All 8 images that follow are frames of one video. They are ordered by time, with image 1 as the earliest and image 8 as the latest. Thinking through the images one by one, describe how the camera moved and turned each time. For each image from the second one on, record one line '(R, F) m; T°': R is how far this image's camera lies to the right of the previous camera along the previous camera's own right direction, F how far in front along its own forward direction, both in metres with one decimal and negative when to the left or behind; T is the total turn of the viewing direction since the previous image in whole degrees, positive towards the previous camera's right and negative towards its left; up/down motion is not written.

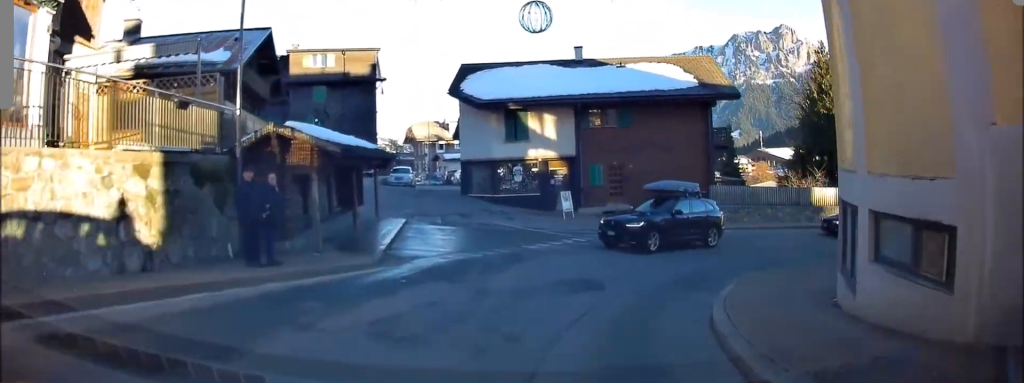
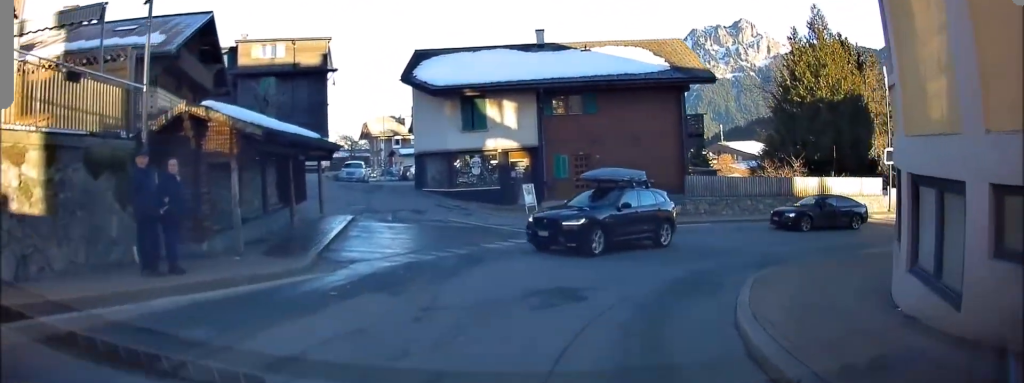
(0.0, +2.1) m; +4°
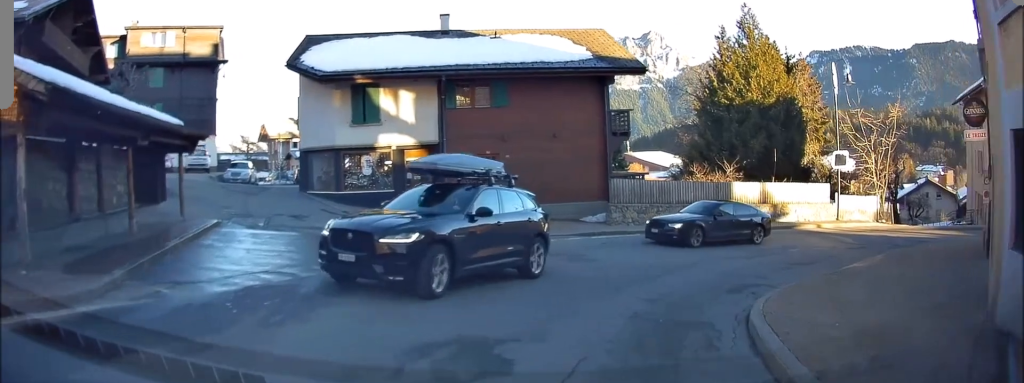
(+0.1, +3.7) m; +12°
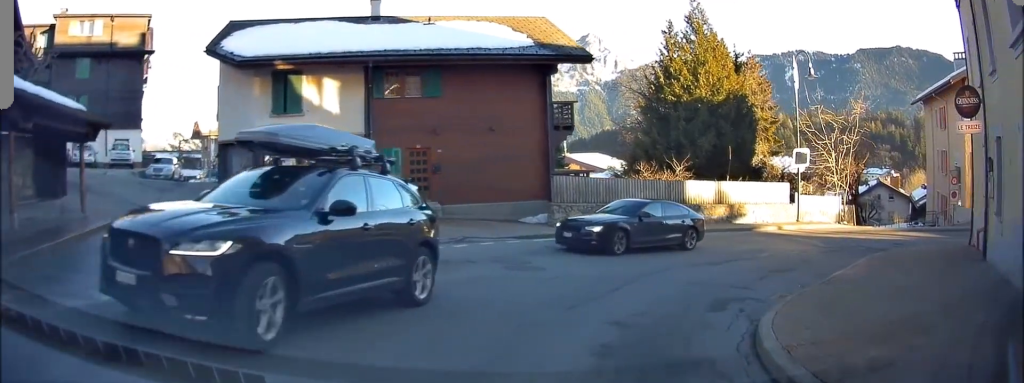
(+0.4, +2.0) m; +7°
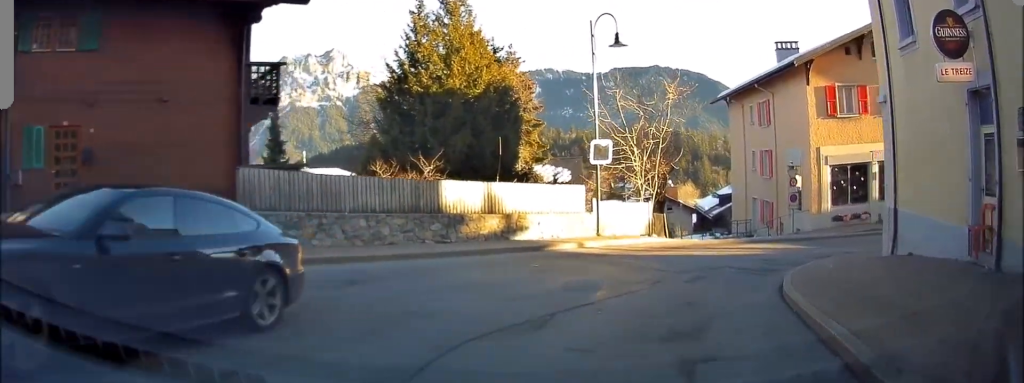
(+1.3, +6.5) m; +25°
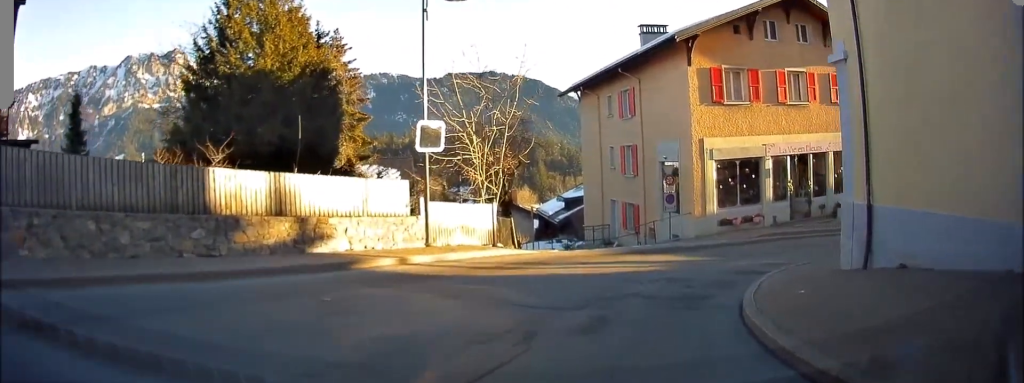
(+0.8, +4.5) m; +12°
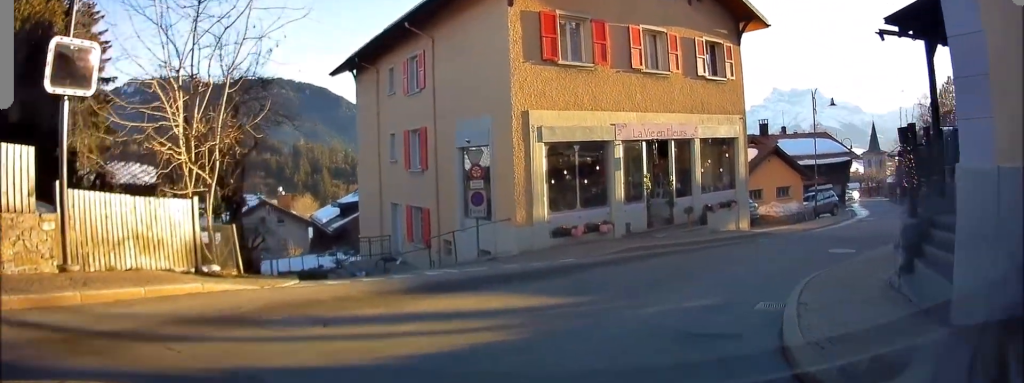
(+0.6, +6.8) m; +16°
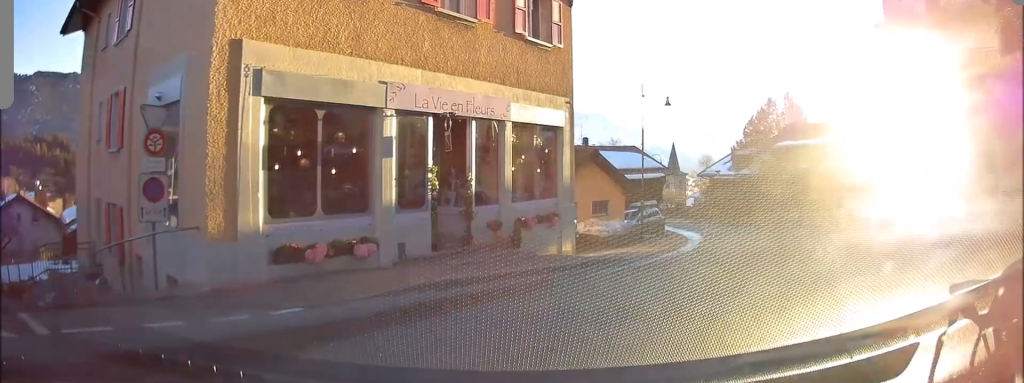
(+1.5, +5.2) m; +28°
